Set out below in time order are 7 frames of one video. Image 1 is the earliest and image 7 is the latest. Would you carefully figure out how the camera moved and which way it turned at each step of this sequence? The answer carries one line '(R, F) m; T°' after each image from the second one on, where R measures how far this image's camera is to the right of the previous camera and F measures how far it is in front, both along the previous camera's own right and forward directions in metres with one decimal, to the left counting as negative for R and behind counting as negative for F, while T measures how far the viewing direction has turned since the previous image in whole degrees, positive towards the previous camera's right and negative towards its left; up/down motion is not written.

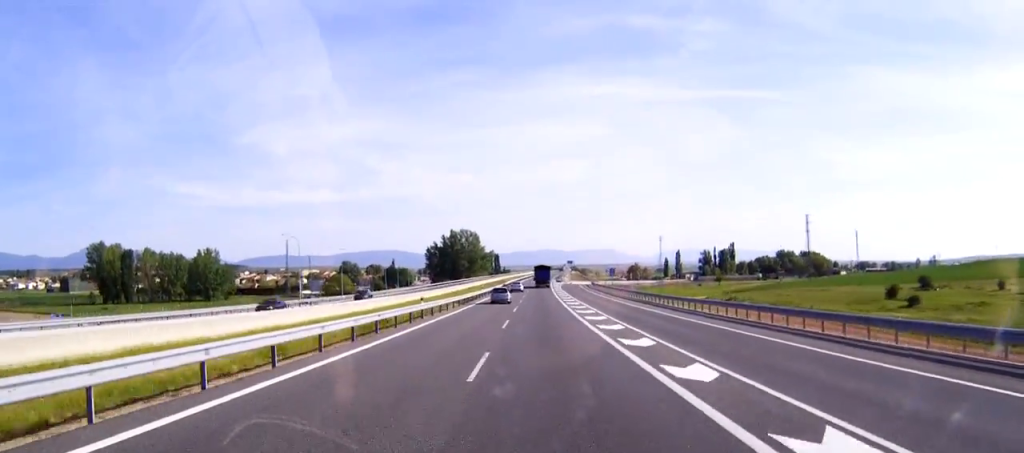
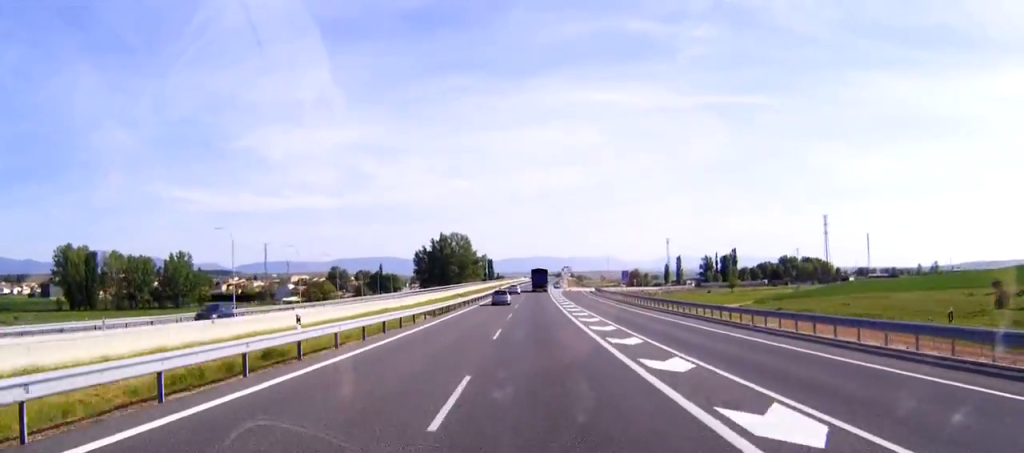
(+0.1, +21.3) m; 0°
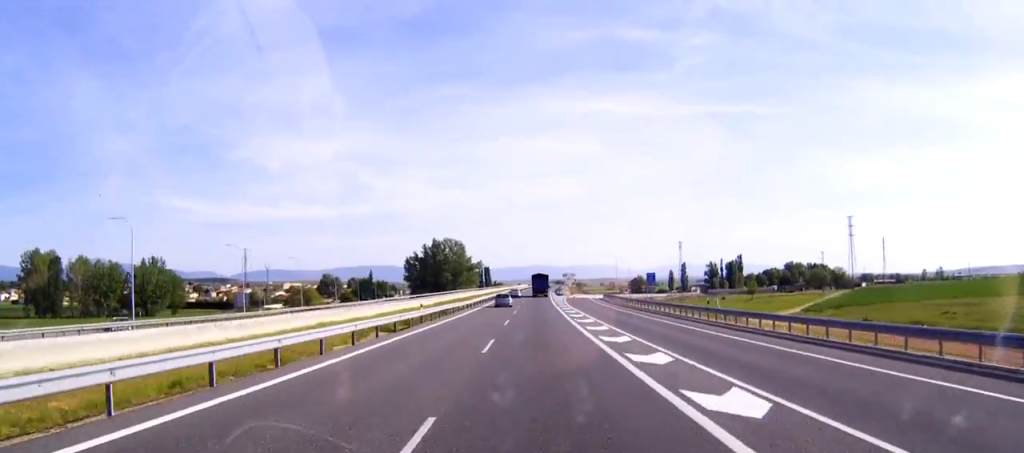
(0.0, +21.3) m; 0°
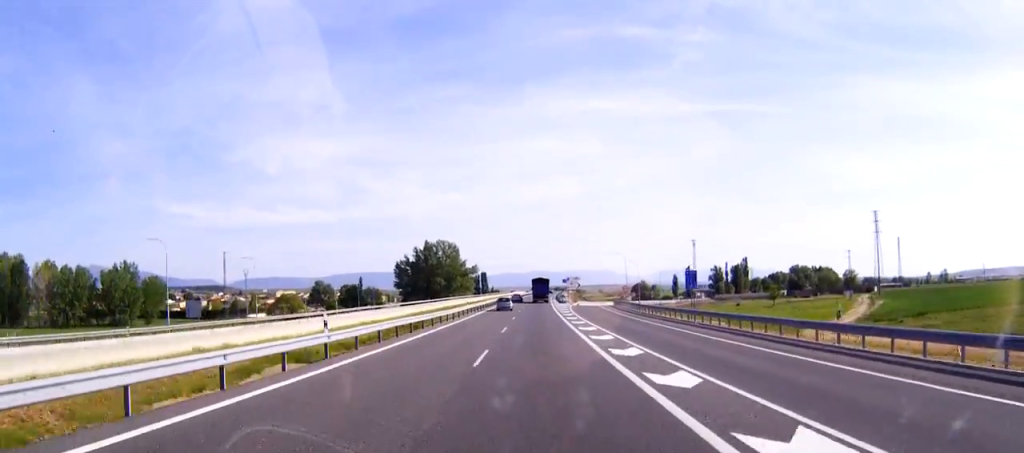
(0.0, +19.3) m; 0°
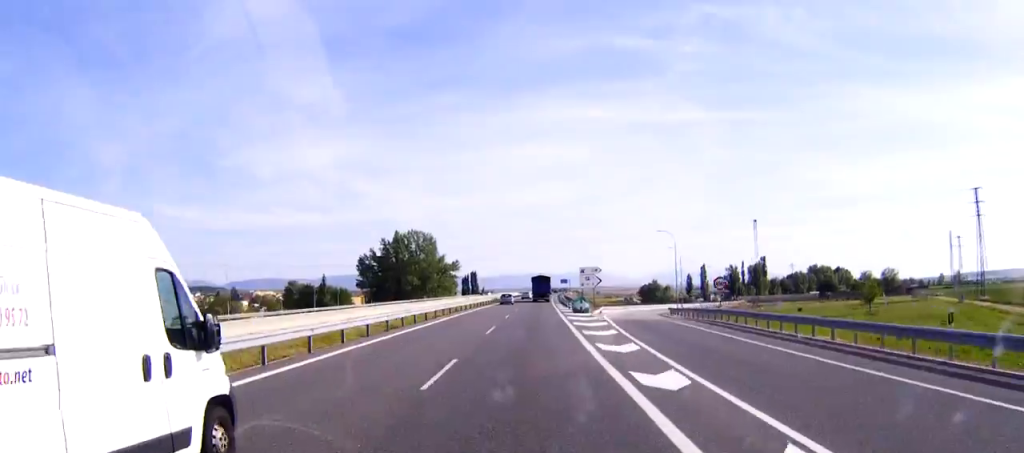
(0.0, +56.6) m; 0°
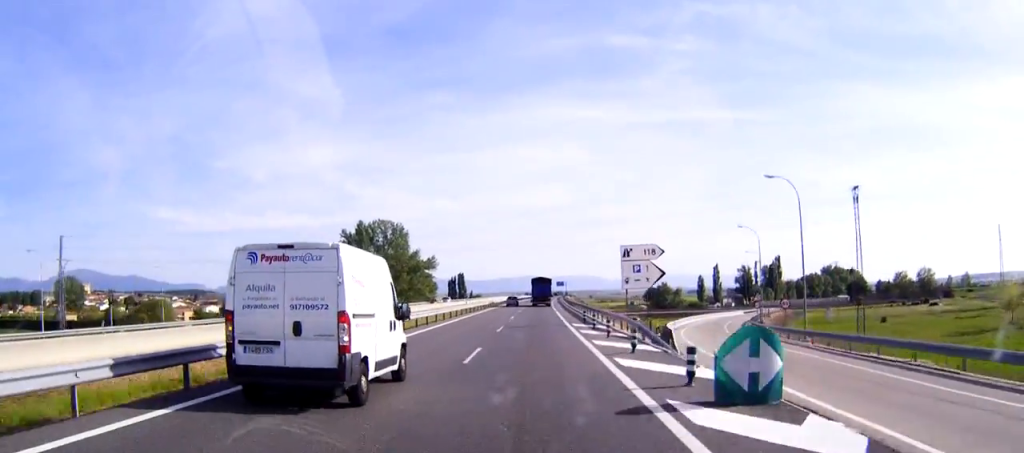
(+0.2, +45.1) m; +1°
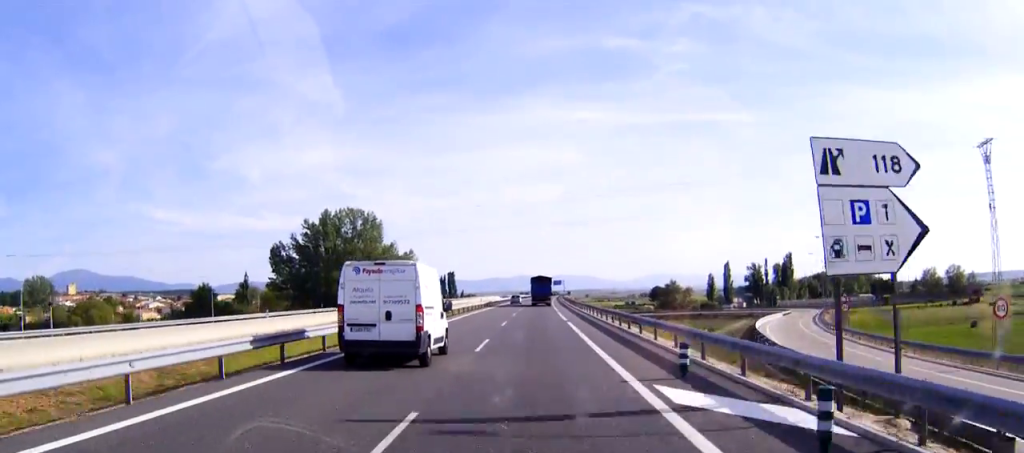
(+0.1, +30.4) m; 0°
